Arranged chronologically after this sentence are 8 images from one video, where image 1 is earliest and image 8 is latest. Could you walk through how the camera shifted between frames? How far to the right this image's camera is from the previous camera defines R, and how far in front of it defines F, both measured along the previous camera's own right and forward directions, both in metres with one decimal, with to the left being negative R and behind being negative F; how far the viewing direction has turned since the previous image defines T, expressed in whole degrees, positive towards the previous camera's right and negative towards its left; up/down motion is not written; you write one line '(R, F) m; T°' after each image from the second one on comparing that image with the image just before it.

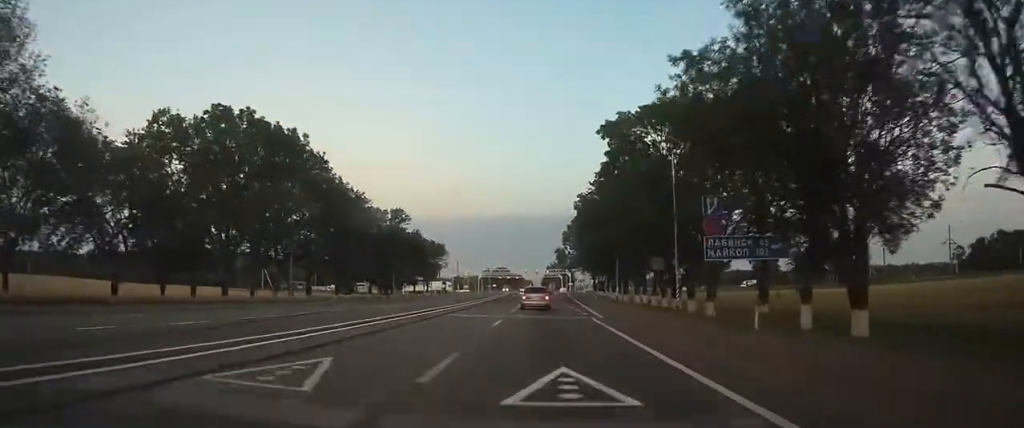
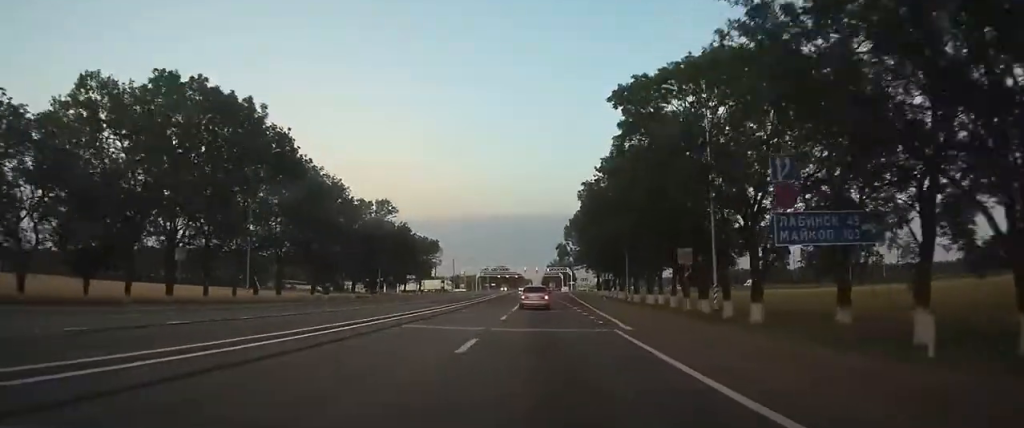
(0.0, +8.3) m; 0°
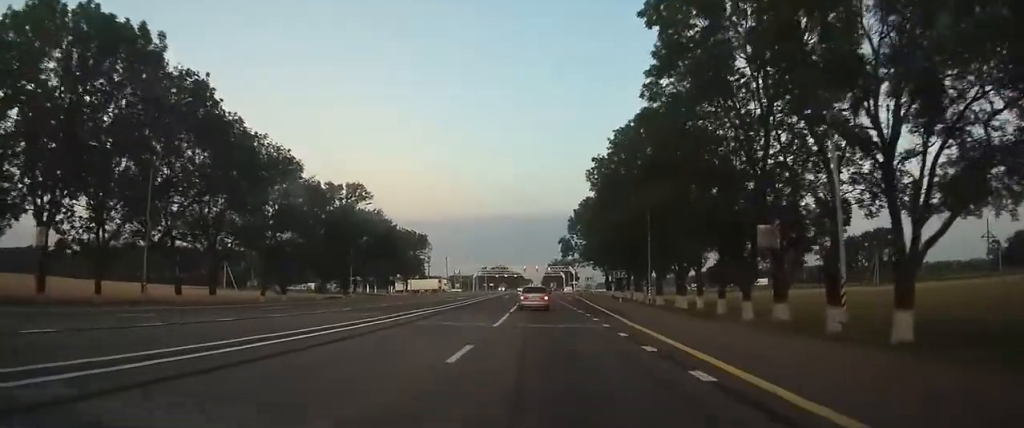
(0.0, +13.2) m; 0°
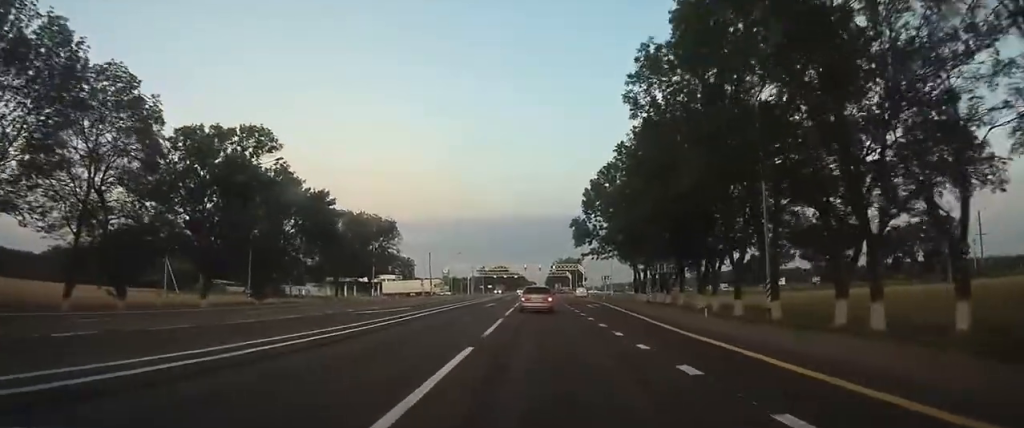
(+0.2, +27.0) m; 0°
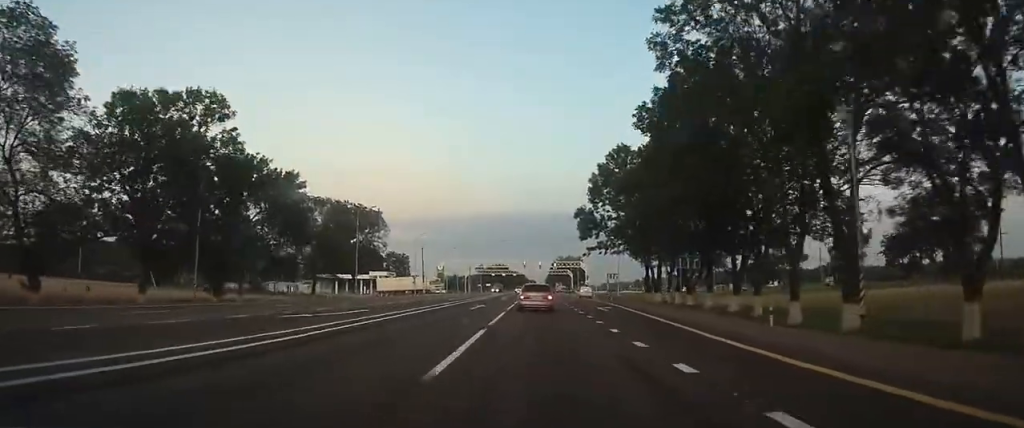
(0.0, +7.8) m; 0°
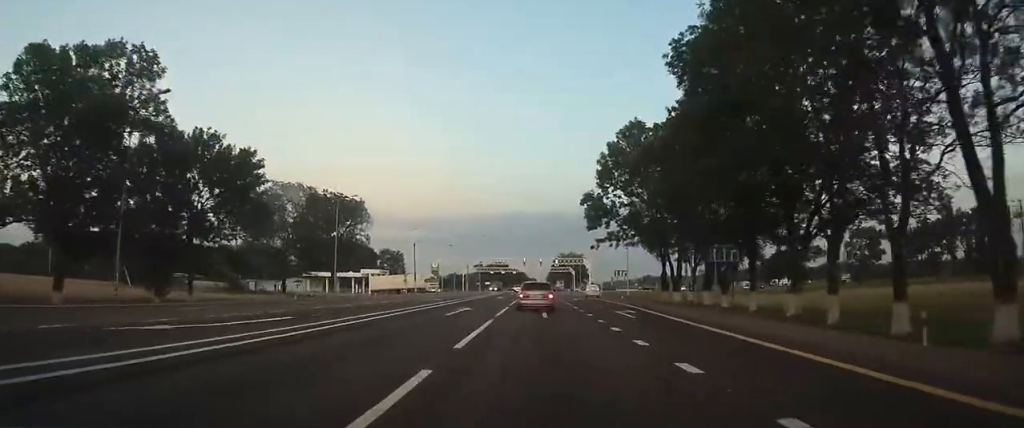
(0.0, +8.2) m; 0°
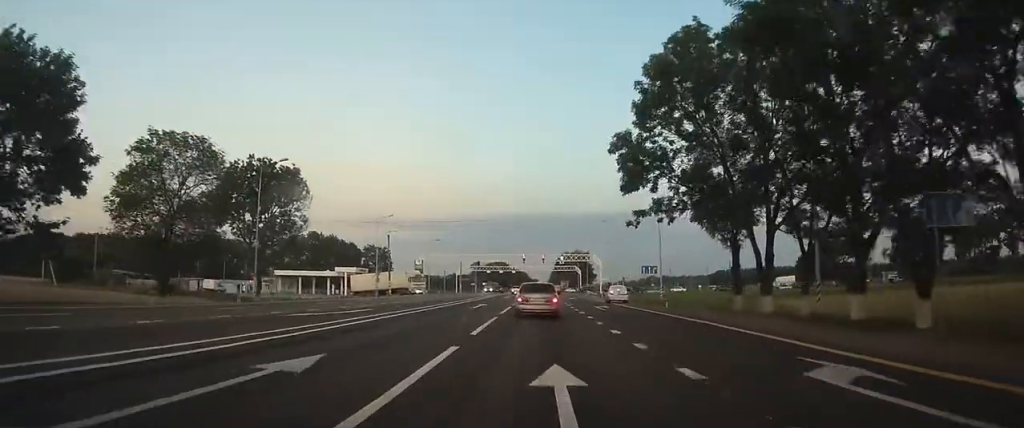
(0.0, +19.6) m; 0°
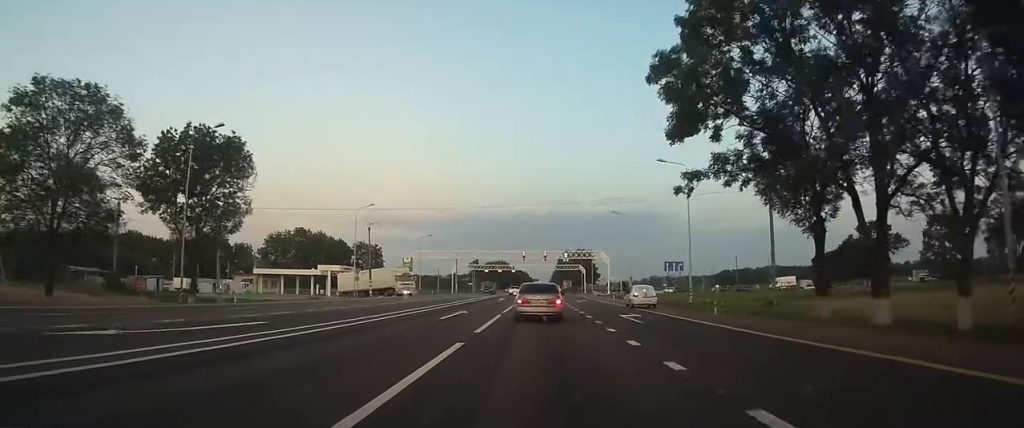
(+0.1, +11.3) m; 0°
